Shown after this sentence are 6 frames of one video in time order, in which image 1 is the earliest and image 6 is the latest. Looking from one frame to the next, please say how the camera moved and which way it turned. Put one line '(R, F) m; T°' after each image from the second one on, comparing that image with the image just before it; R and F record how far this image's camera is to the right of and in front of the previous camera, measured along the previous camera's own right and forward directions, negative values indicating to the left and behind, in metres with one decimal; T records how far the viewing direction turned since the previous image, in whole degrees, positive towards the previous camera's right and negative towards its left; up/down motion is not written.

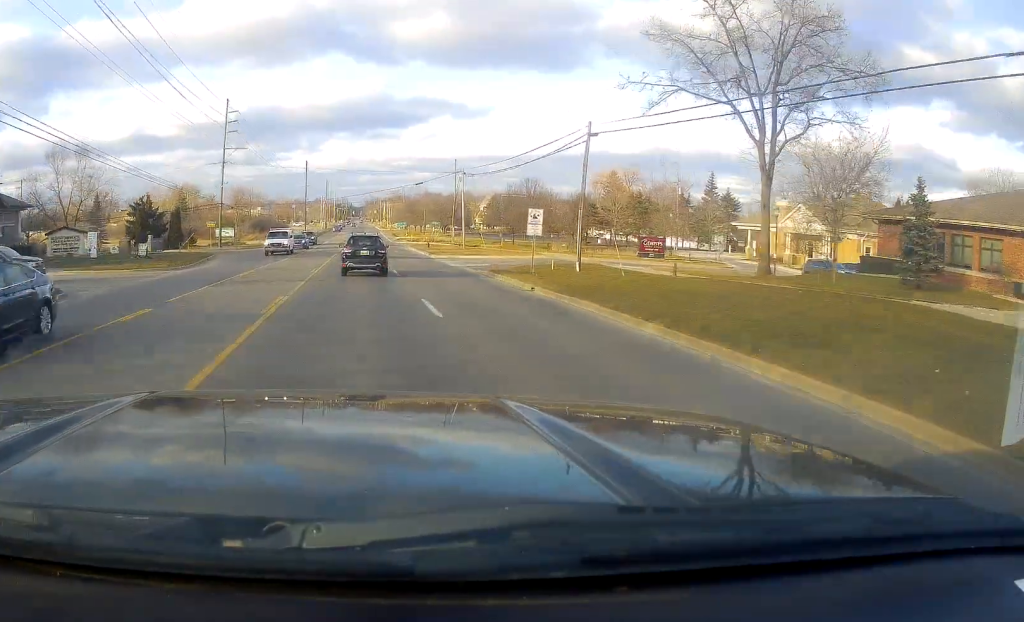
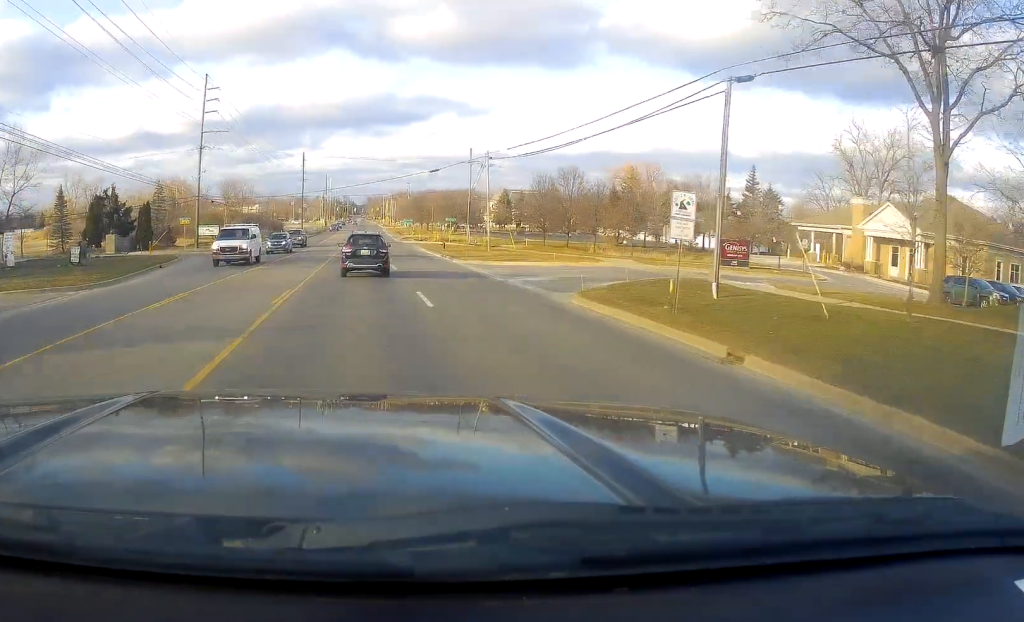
(+0.1, +13.4) m; -1°
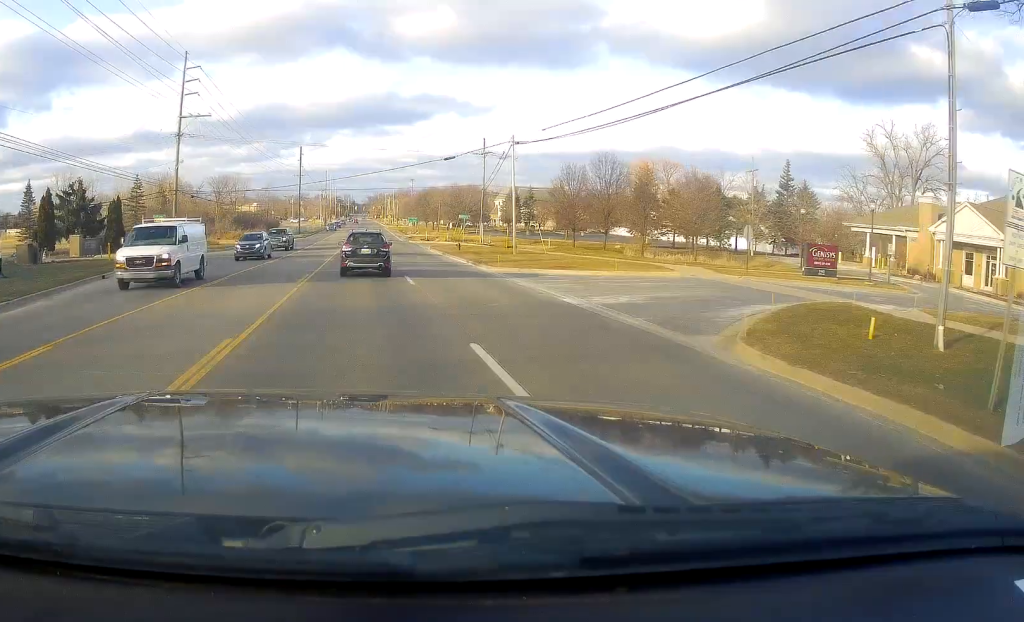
(-0.1, +9.7) m; 0°
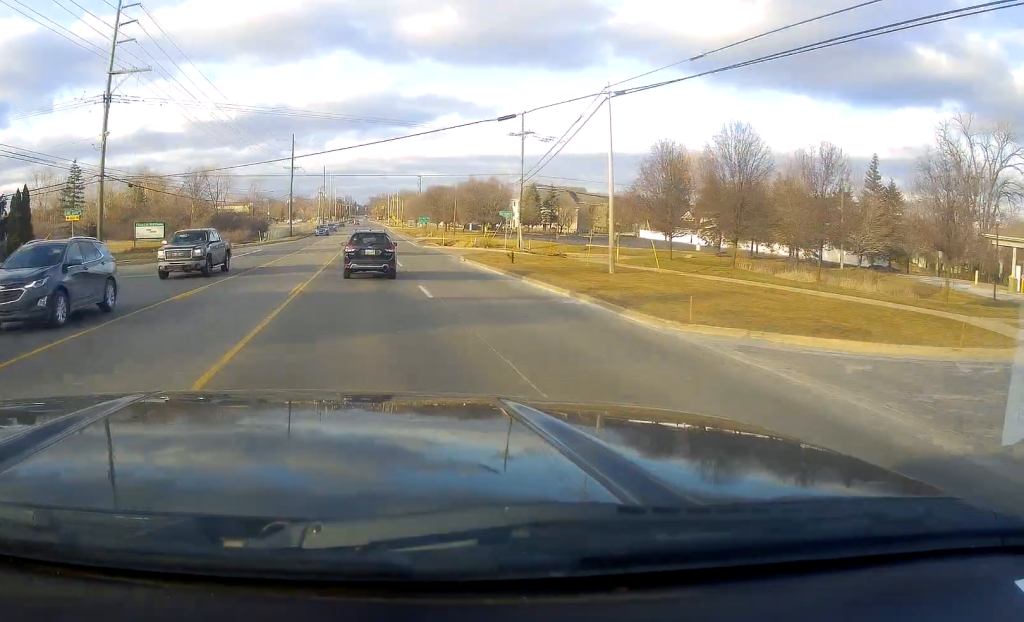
(-0.1, +20.1) m; -1°
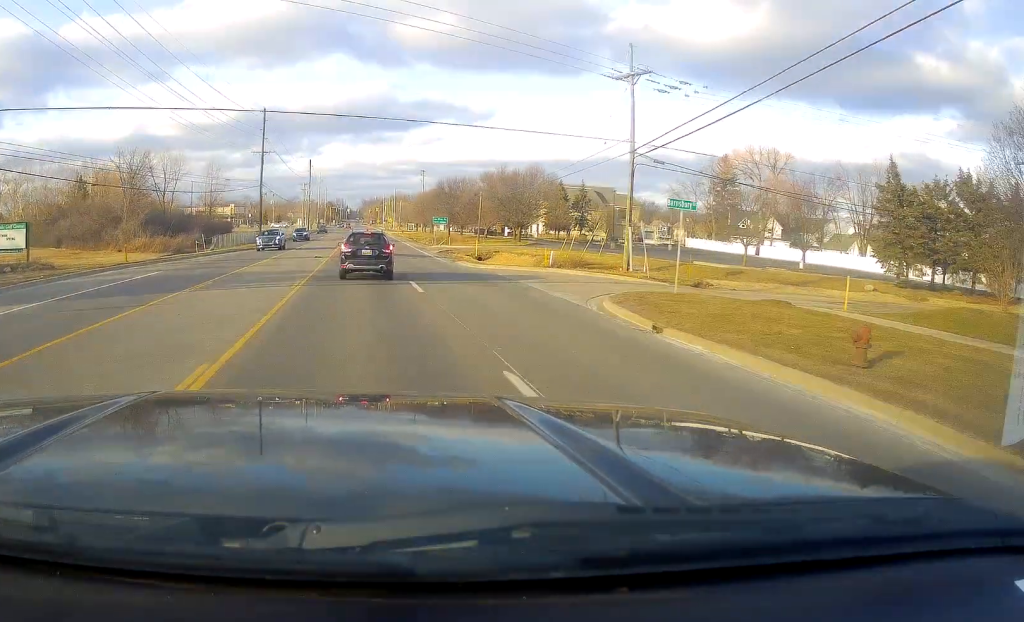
(-0.7, +29.0) m; -1°
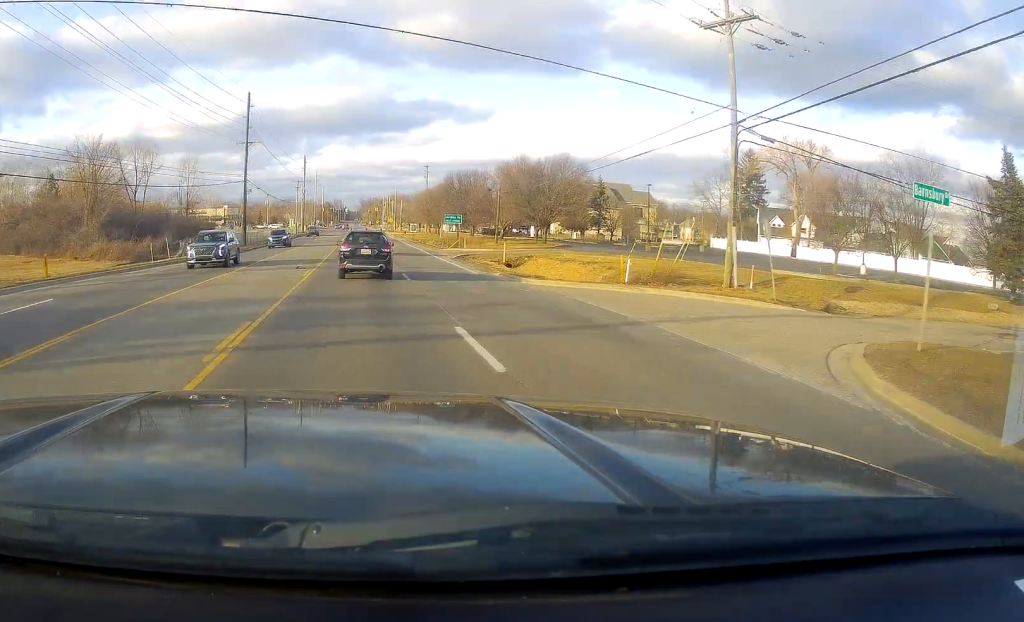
(+0.5, +11.2) m; +2°
